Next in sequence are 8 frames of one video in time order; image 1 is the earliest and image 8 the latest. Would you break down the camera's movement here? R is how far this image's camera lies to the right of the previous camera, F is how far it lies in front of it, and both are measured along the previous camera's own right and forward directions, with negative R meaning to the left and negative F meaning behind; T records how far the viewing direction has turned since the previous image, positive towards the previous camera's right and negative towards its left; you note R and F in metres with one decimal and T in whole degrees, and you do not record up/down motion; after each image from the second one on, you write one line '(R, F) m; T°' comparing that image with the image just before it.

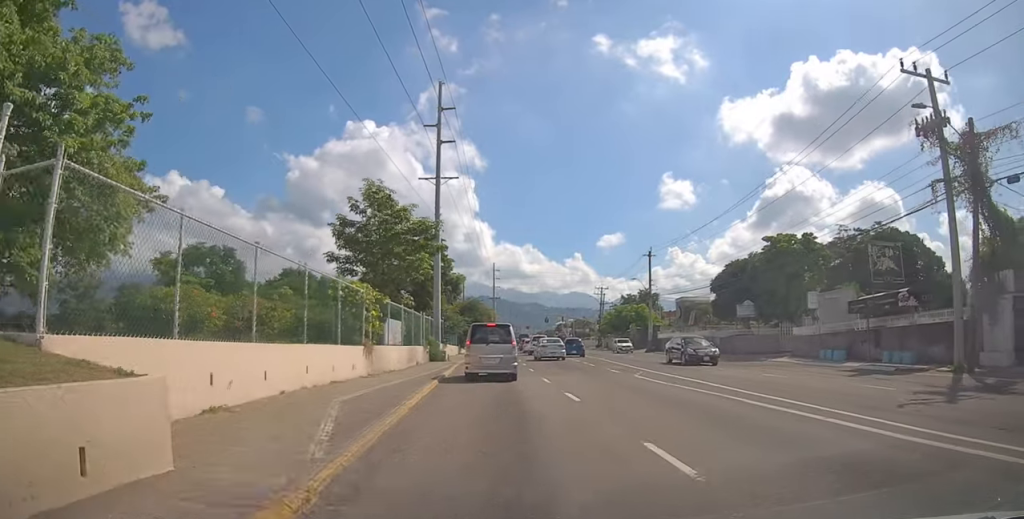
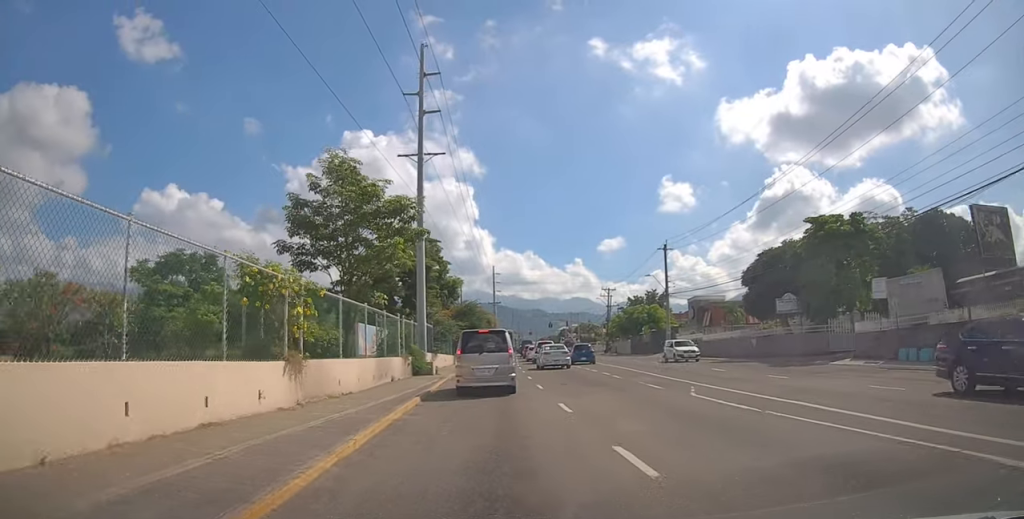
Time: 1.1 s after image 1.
(0.0, +6.6) m; 0°
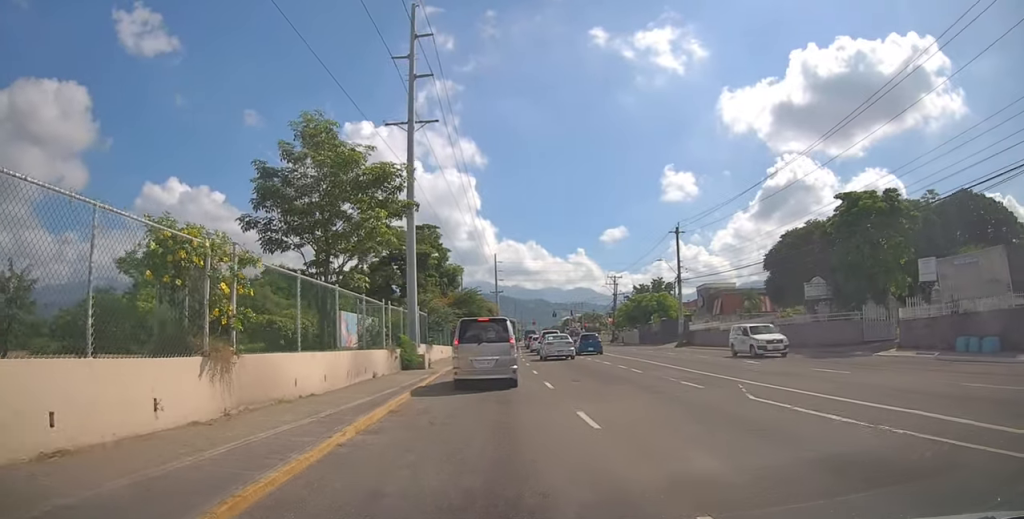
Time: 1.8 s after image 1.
(0.0, +3.3) m; -1°
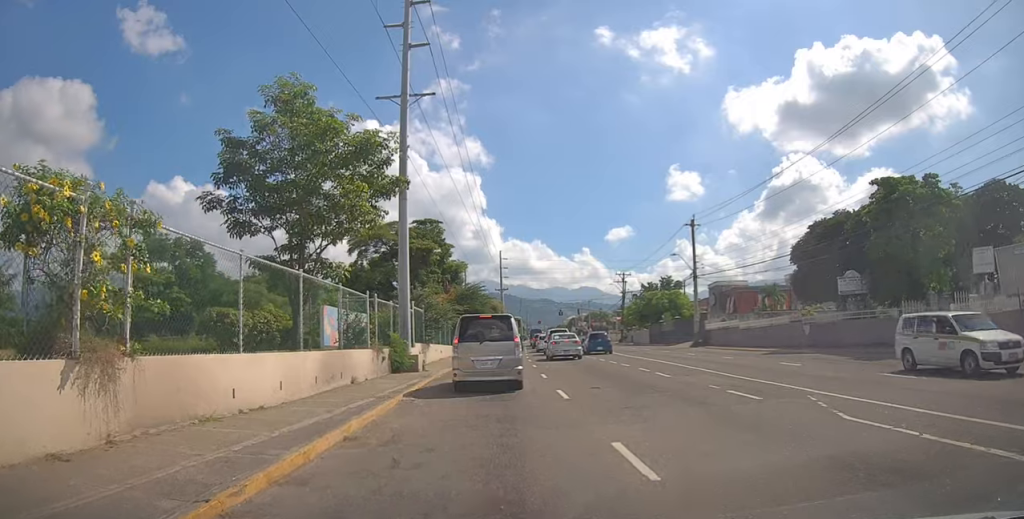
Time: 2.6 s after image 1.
(0.0, +3.1) m; -2°
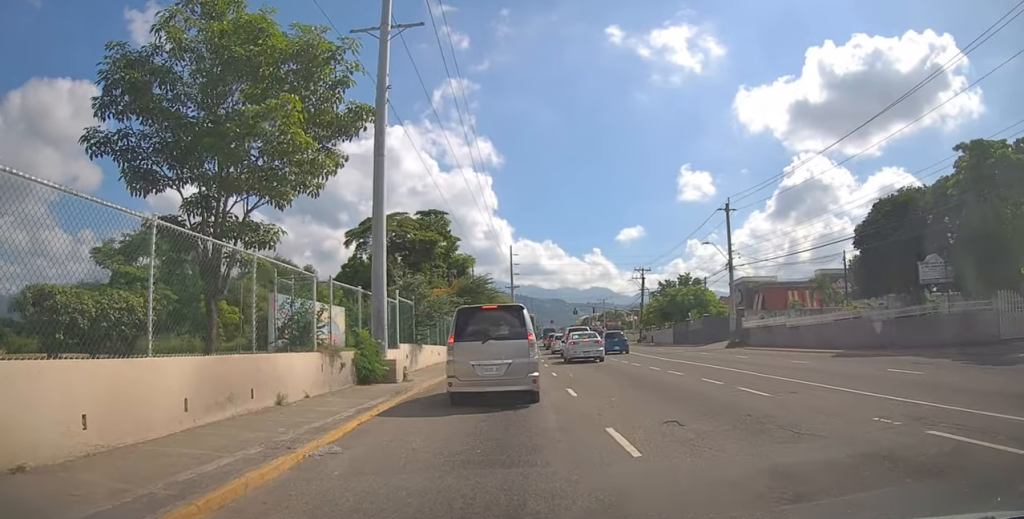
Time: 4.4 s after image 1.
(-0.4, +5.5) m; -5°
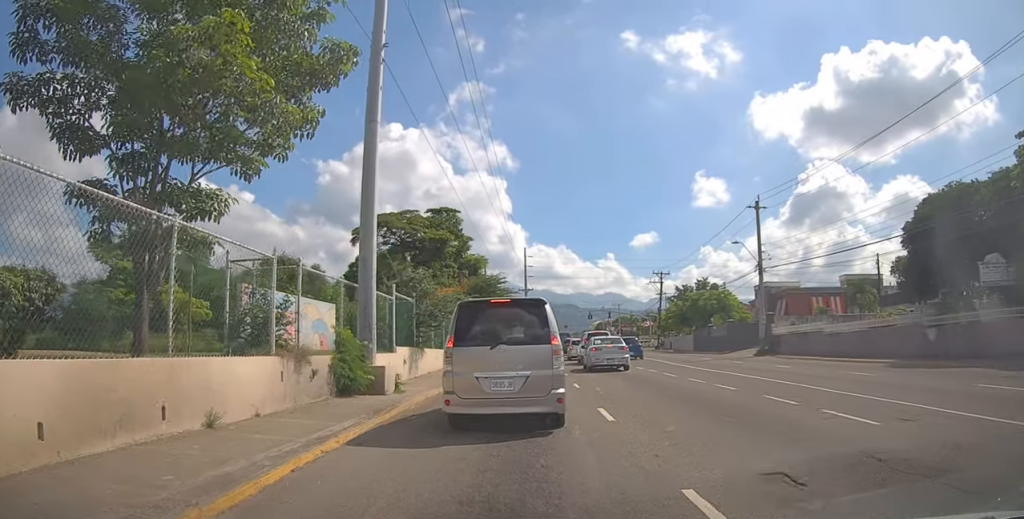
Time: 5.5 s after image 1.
(+0.1, +2.8) m; +2°
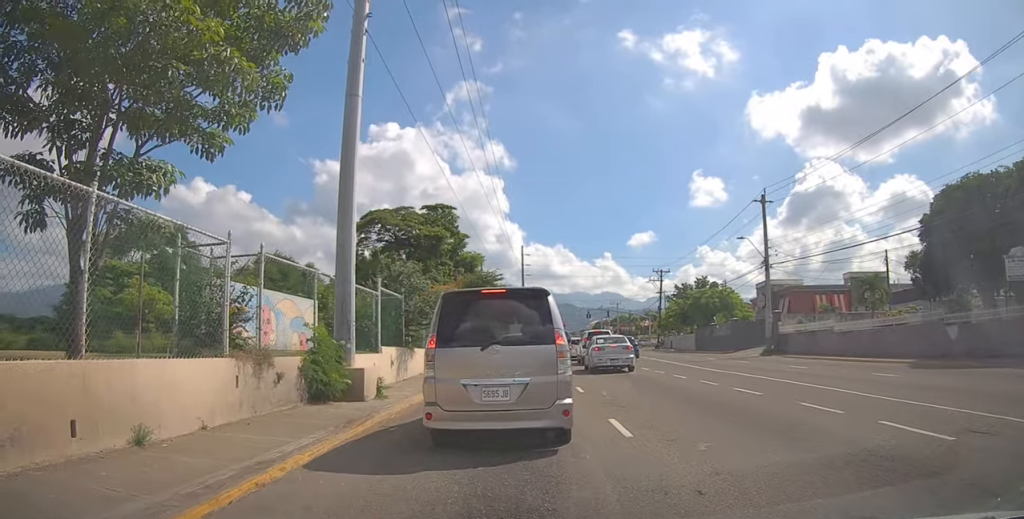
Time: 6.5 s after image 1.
(0.0, +1.6) m; -1°
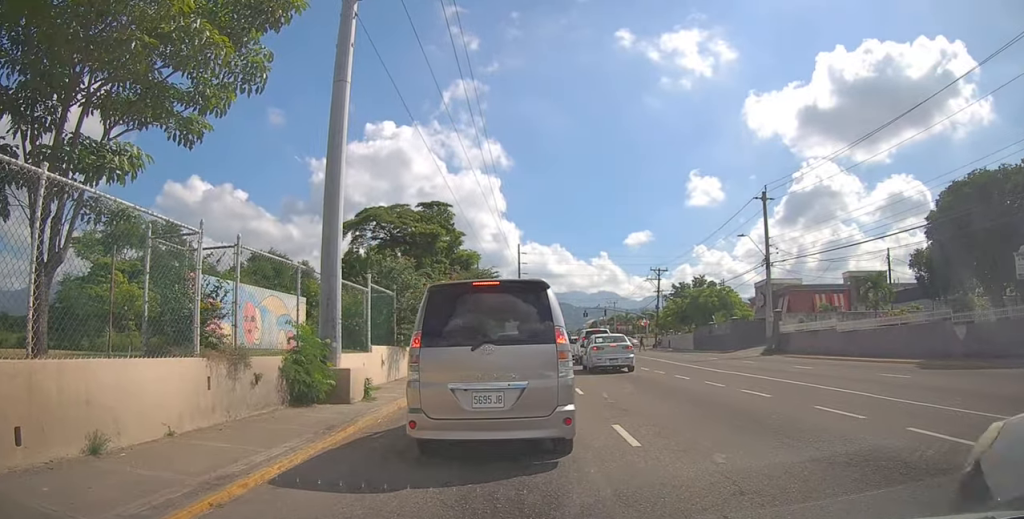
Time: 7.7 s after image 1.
(-0.1, +0.7) m; 0°
